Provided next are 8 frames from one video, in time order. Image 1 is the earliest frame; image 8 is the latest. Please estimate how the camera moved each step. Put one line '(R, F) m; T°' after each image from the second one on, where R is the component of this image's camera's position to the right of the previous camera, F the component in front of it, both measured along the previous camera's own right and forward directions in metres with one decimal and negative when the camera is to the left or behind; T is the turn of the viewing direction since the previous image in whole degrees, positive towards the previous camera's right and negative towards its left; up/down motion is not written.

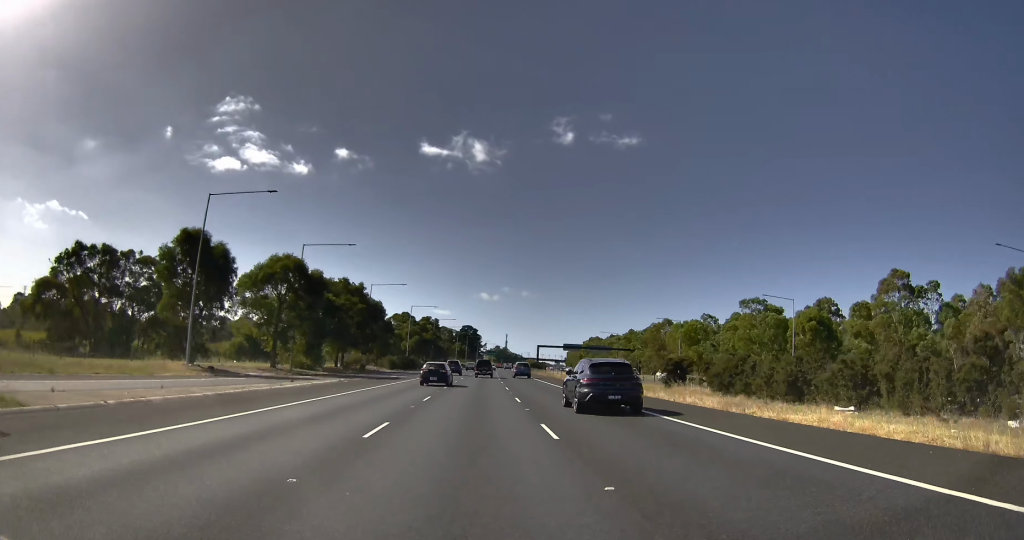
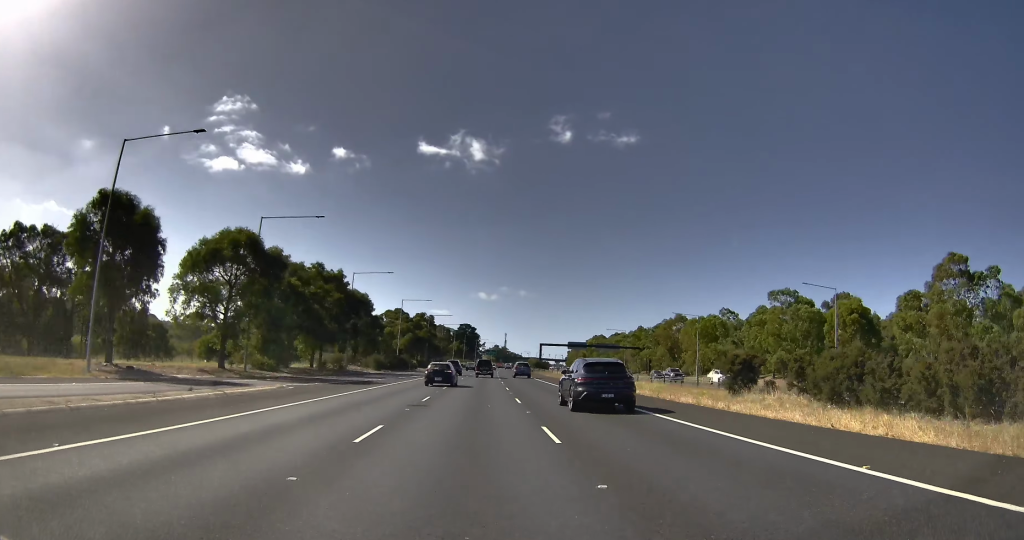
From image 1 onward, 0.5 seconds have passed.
(-0.2, +11.5) m; -1°
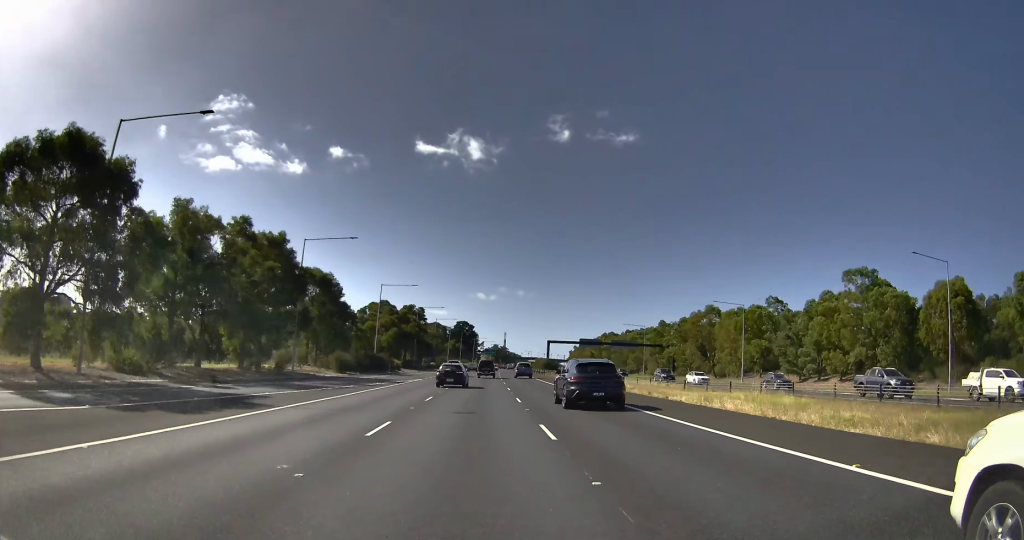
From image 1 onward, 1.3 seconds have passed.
(-0.3, +20.6) m; -1°
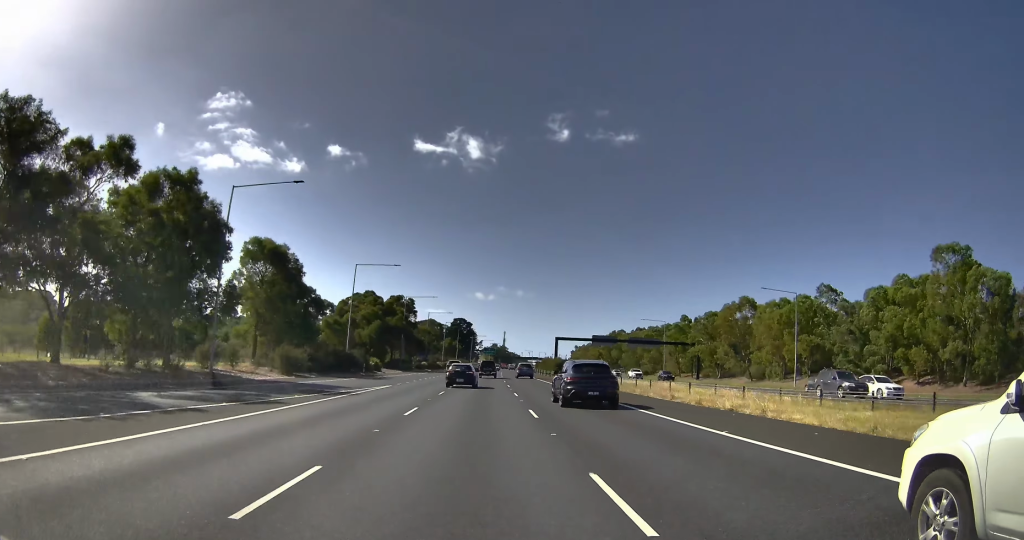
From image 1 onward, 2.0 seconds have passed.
(-0.3, +15.7) m; 0°
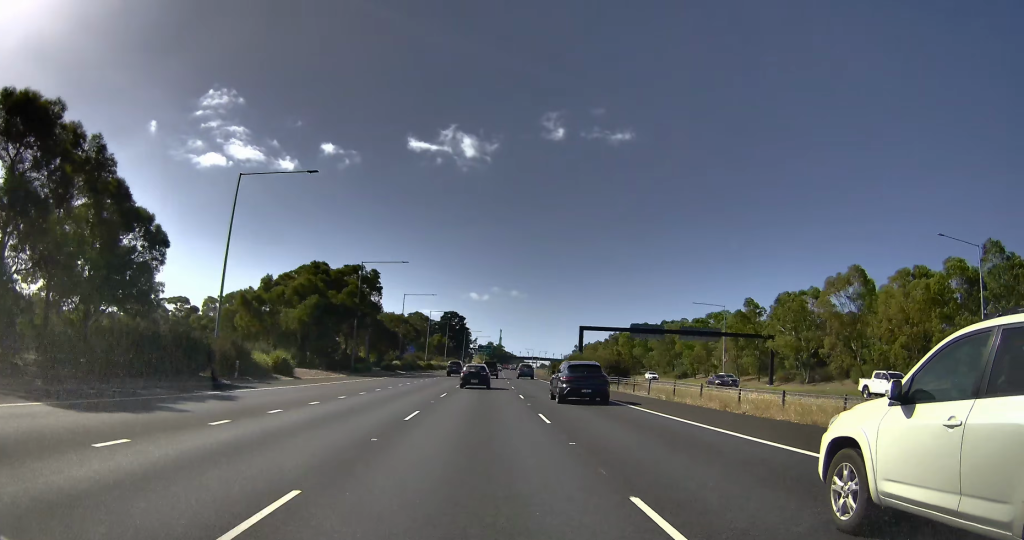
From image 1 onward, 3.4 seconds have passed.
(+0.6, +28.0) m; +1°
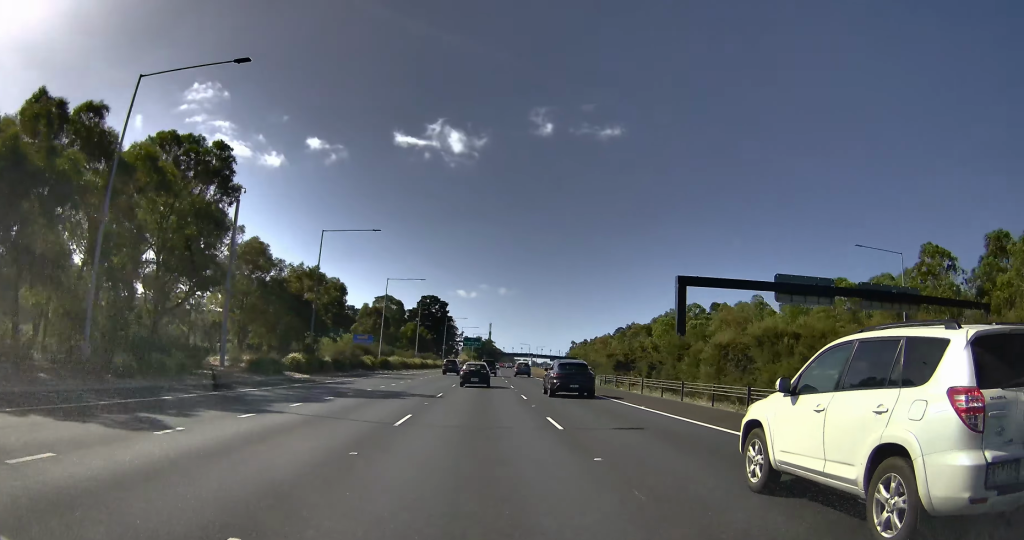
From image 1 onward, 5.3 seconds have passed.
(-0.6, +41.3) m; -1°
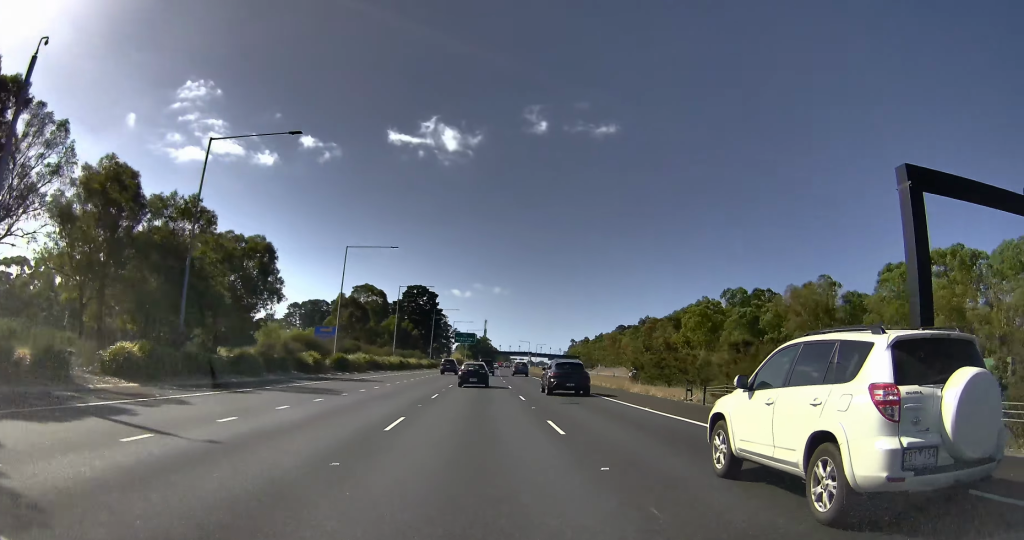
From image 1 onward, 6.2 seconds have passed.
(+0.1, +23.4) m; 0°
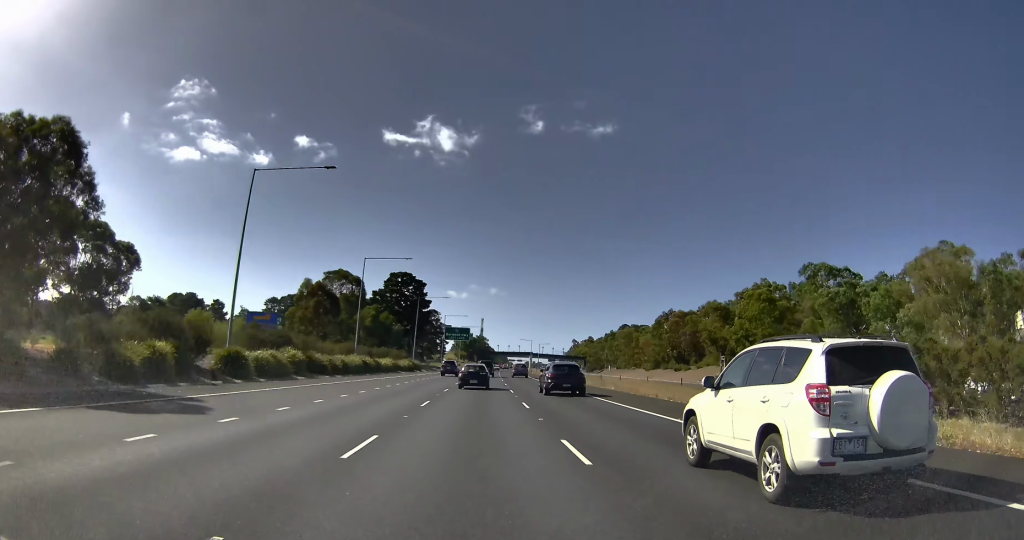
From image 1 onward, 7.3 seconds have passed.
(-0.1, +26.9) m; 0°
